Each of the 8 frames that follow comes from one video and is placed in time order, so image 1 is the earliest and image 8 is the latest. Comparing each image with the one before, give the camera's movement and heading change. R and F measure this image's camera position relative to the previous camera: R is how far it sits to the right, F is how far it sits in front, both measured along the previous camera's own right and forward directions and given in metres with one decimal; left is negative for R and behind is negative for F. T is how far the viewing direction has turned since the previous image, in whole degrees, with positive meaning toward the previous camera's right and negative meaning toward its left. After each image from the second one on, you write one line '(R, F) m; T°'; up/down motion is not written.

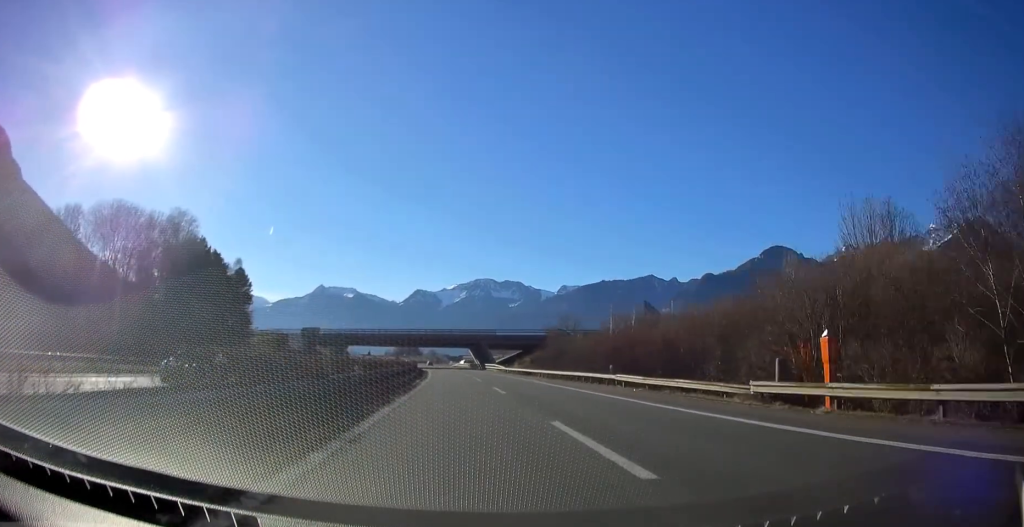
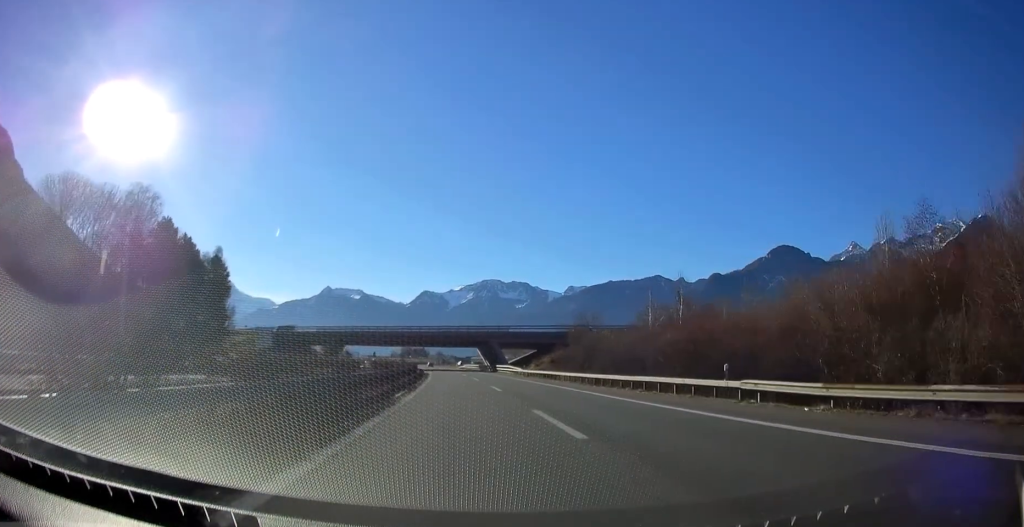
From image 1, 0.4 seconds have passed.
(-0.2, +14.6) m; -1°
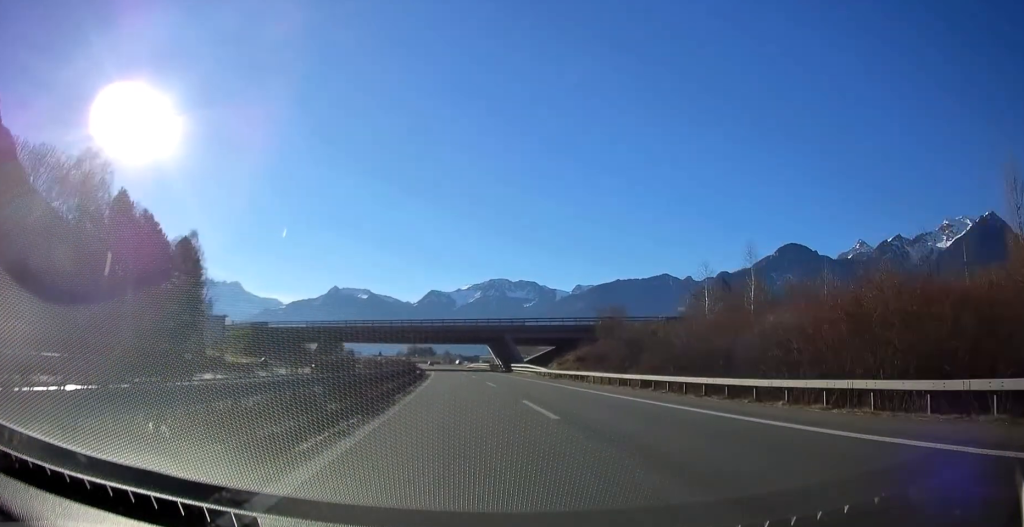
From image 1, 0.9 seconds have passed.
(0.0, +15.7) m; -1°
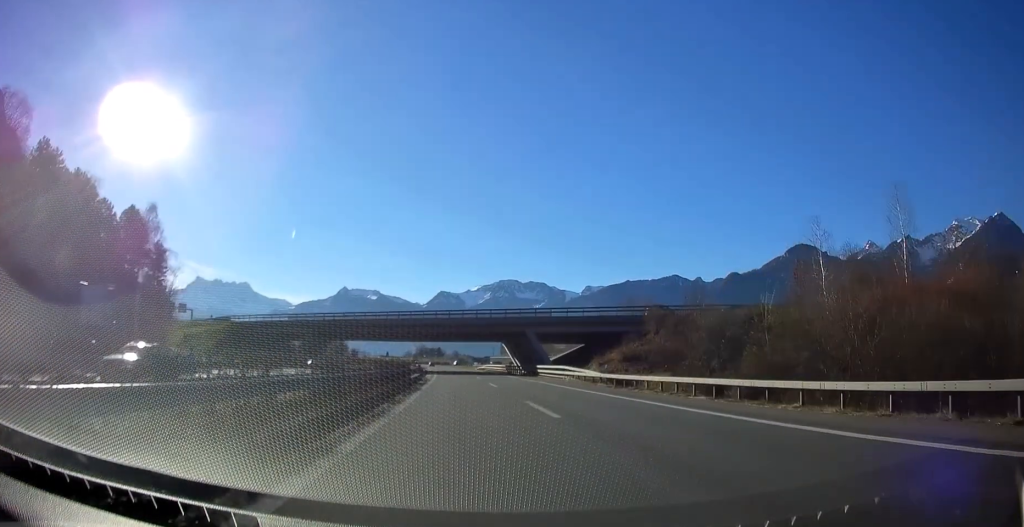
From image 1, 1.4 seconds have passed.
(-0.3, +18.0) m; -1°
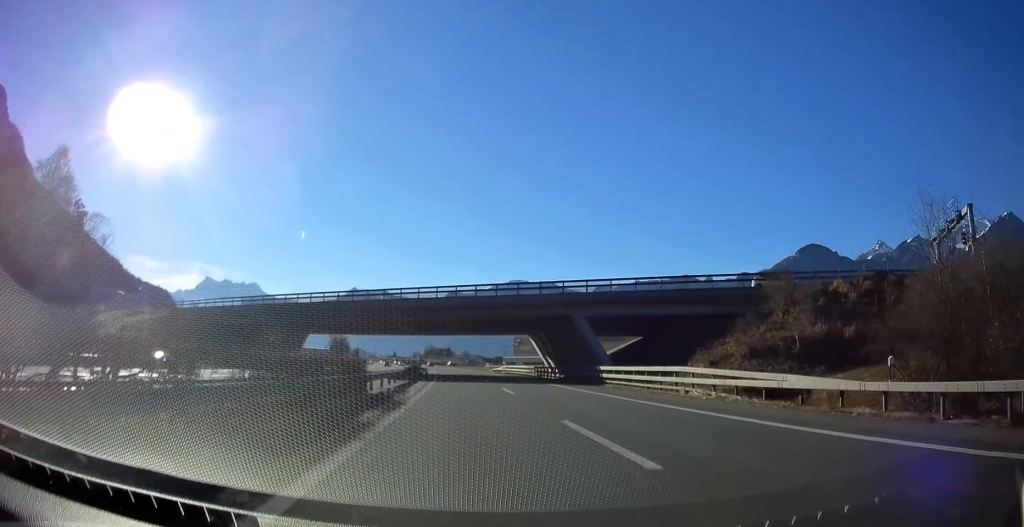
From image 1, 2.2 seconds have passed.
(-0.3, +25.9) m; -1°
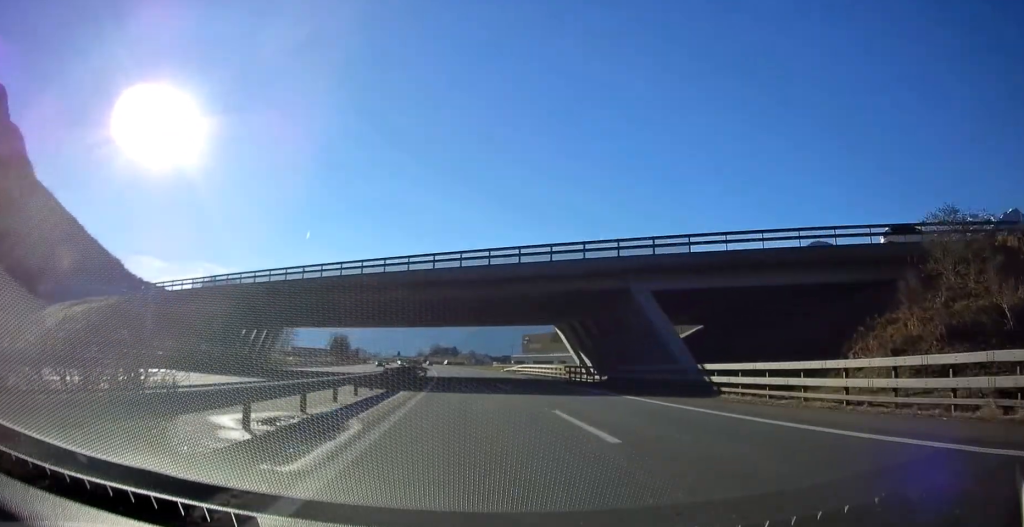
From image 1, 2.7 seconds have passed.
(-0.1, +15.7) m; -1°
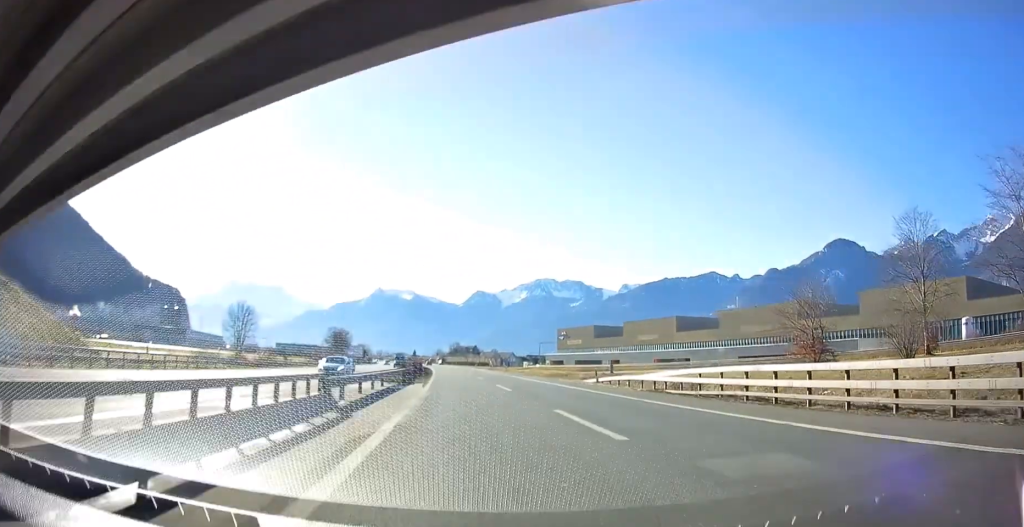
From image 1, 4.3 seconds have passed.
(-1.0, +56.1) m; -2°
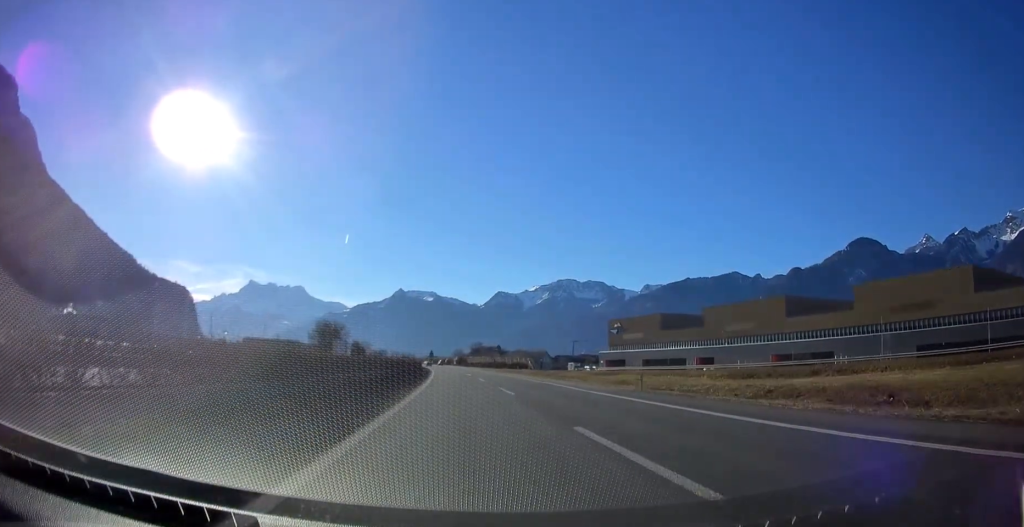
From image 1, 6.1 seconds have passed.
(-1.1, +60.7) m; -2°
